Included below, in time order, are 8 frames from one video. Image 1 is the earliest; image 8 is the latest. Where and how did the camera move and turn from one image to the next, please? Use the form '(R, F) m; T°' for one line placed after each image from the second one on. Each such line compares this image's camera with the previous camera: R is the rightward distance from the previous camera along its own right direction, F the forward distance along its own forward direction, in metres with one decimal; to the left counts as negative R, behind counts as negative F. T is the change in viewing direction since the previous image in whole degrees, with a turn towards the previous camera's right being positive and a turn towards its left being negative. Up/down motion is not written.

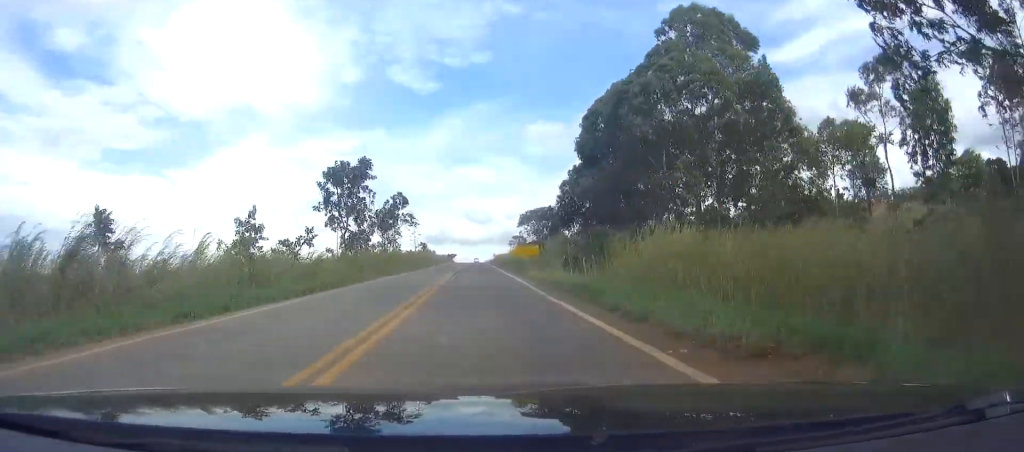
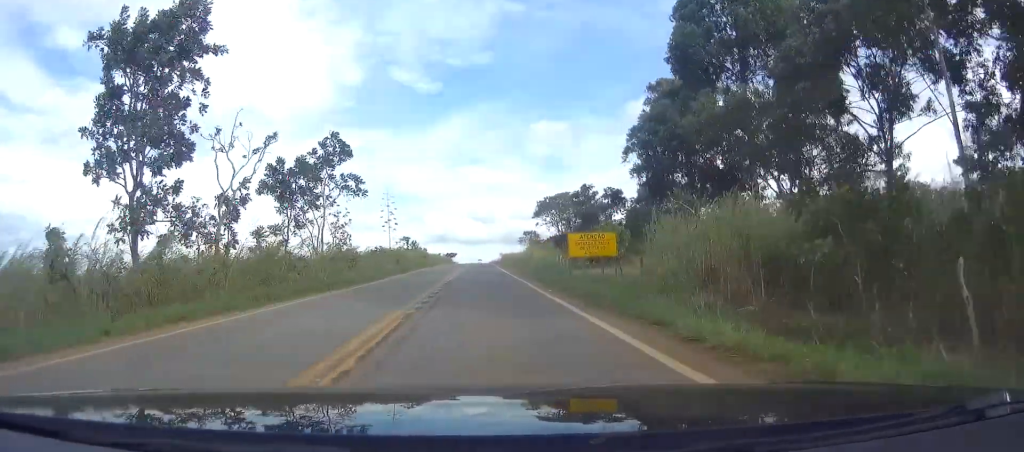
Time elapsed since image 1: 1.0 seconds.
(0.0, +31.3) m; 0°
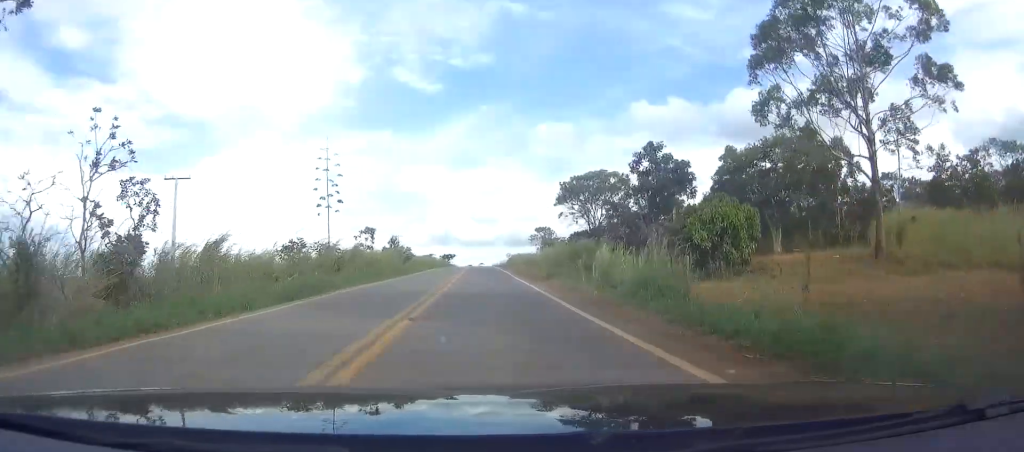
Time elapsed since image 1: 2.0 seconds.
(0.0, +28.4) m; 0°
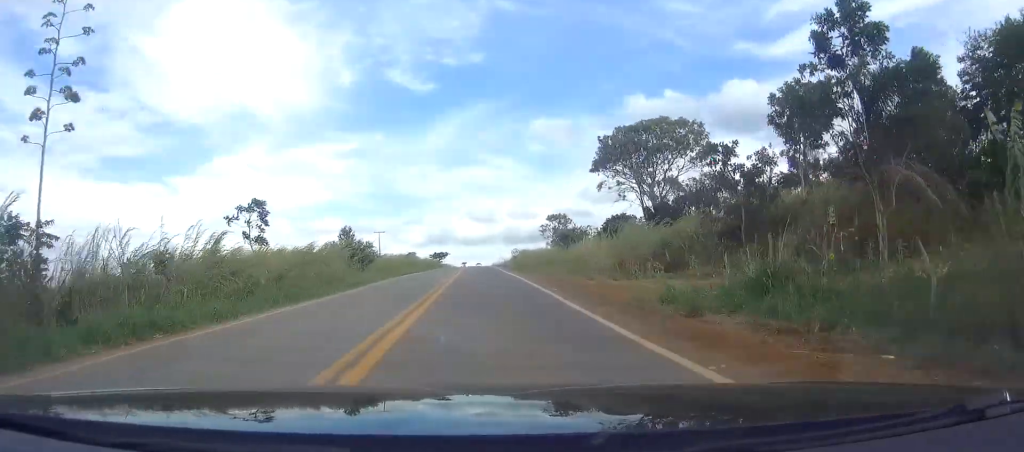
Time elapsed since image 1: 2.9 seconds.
(0.0, +27.6) m; 0°
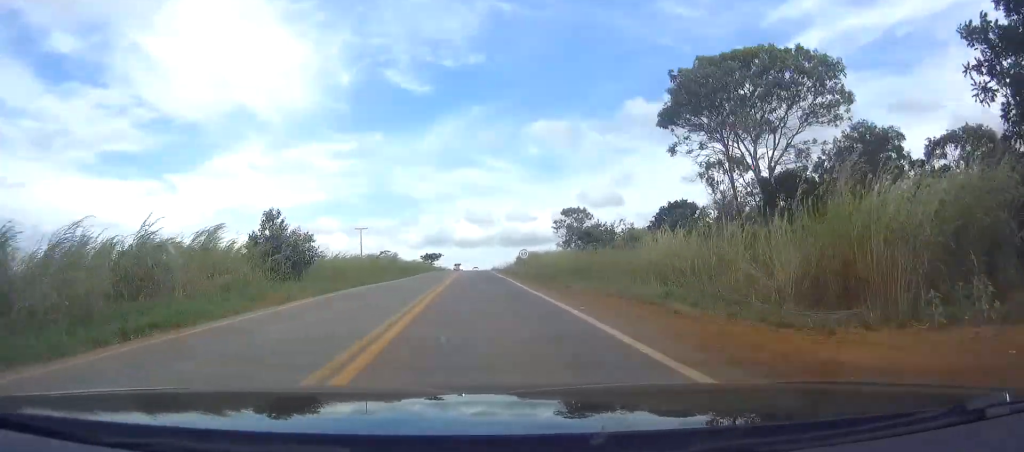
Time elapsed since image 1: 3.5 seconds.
(0.0, +19.3) m; 0°
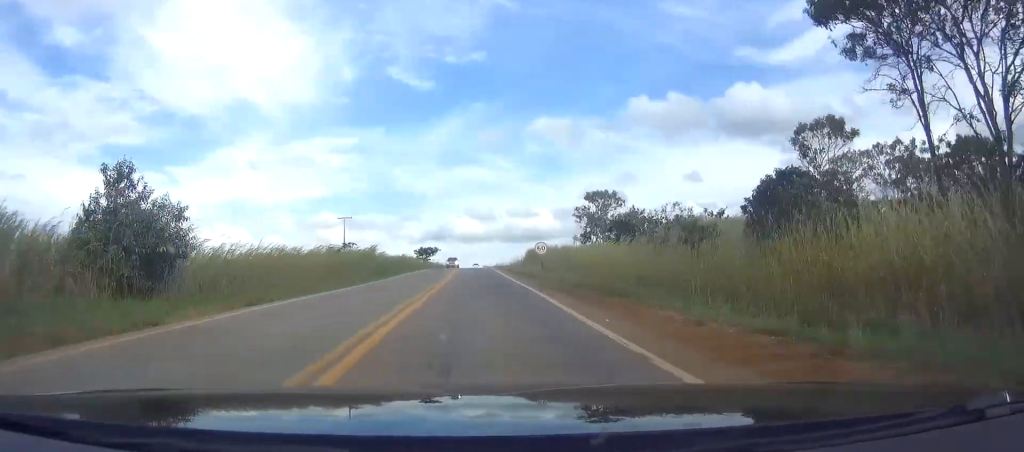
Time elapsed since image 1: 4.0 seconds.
(0.0, +16.1) m; 0°
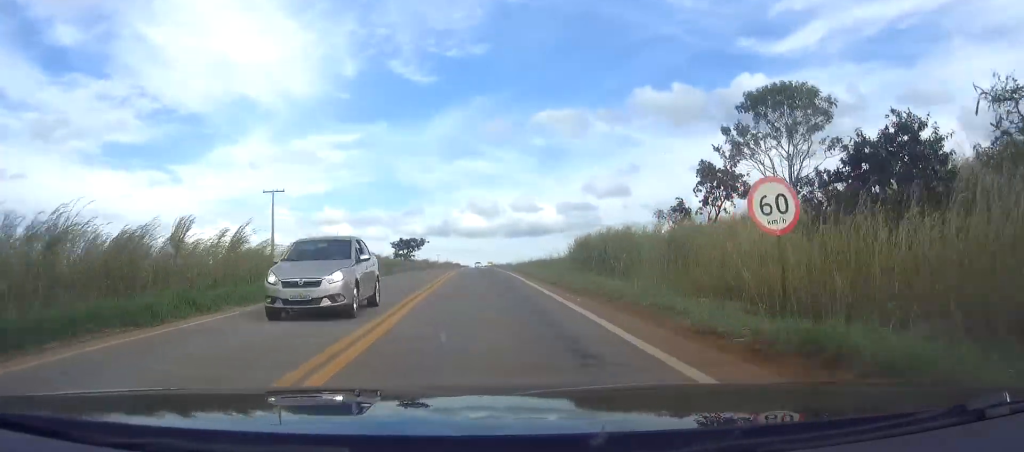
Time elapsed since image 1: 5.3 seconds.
(0.0, +37.9) m; 0°
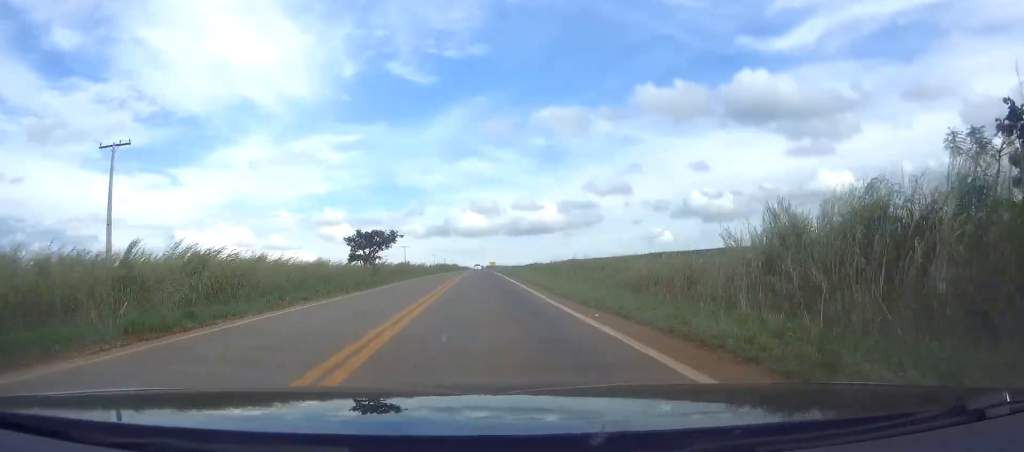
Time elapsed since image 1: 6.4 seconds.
(0.0, +31.5) m; 0°
